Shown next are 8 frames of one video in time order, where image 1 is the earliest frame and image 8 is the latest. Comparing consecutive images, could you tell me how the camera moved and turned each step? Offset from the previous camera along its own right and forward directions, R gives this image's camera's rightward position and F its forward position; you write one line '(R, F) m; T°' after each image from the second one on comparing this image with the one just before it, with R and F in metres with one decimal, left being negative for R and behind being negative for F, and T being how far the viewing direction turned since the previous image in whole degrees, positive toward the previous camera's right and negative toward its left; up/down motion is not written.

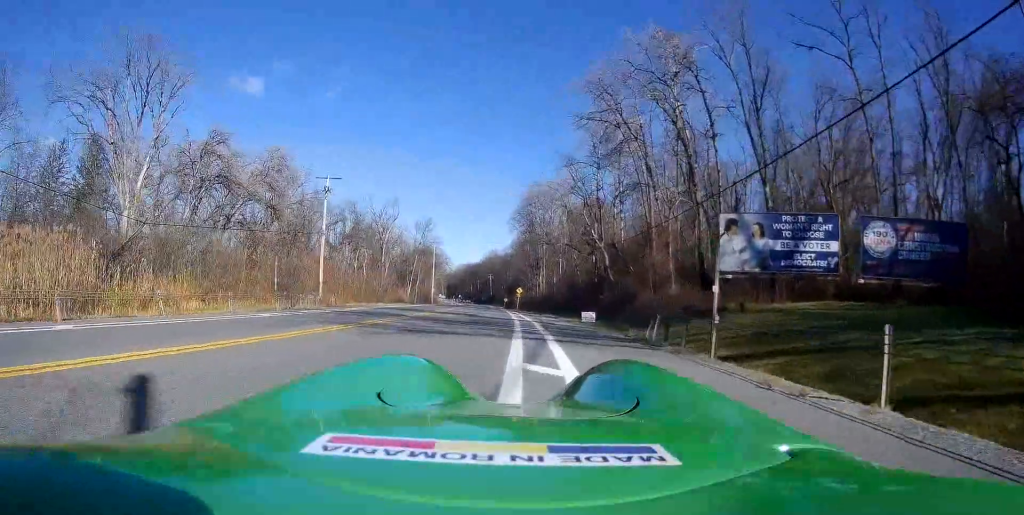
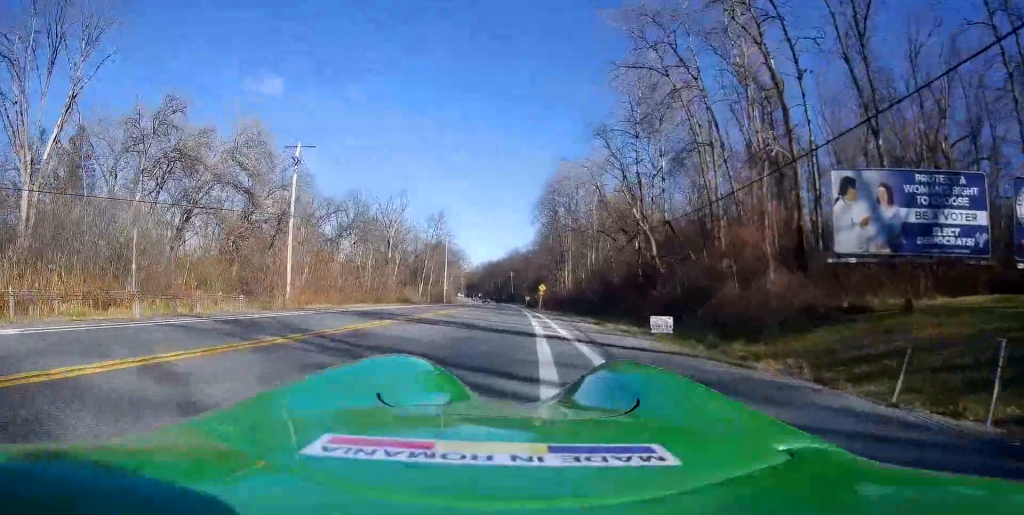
(-0.2, +11.5) m; -4°
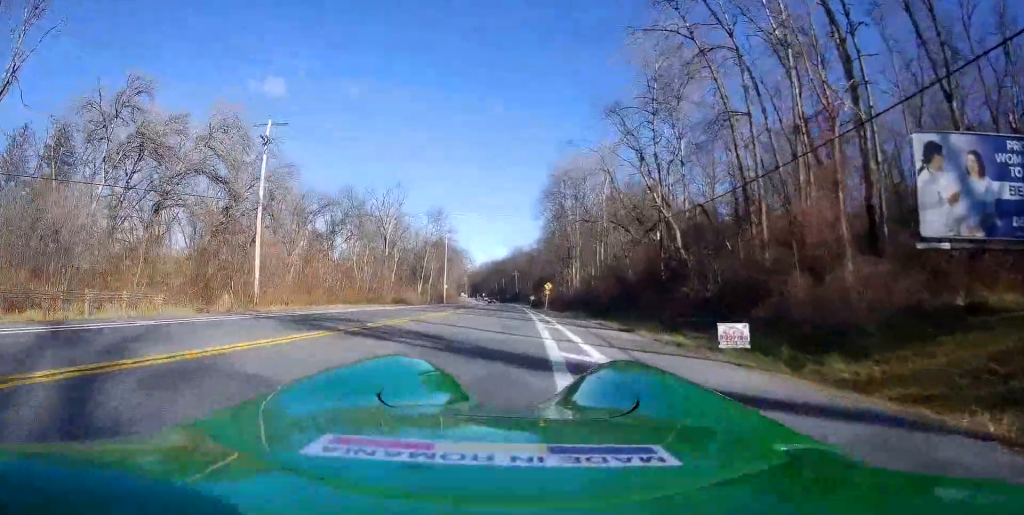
(-0.3, +5.8) m; -4°
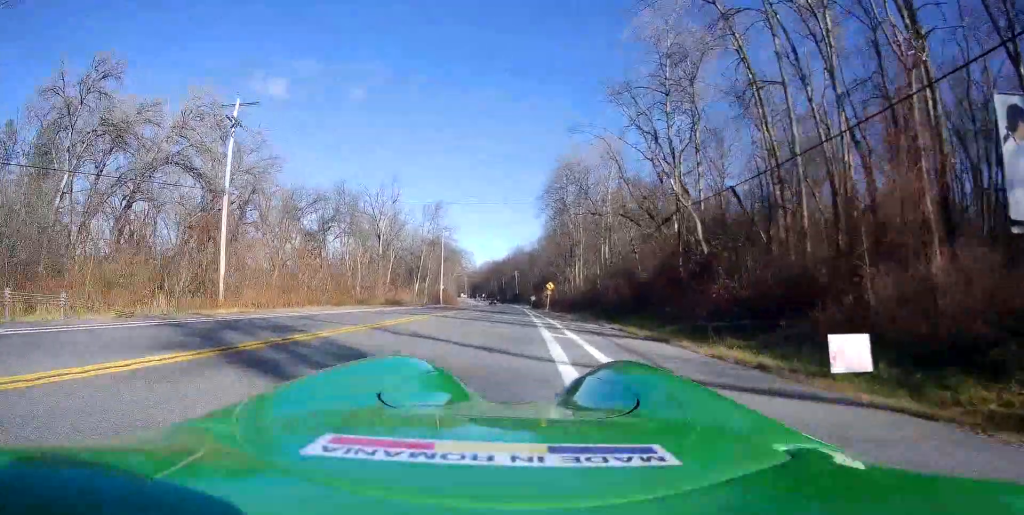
(-0.1, +4.5) m; -2°
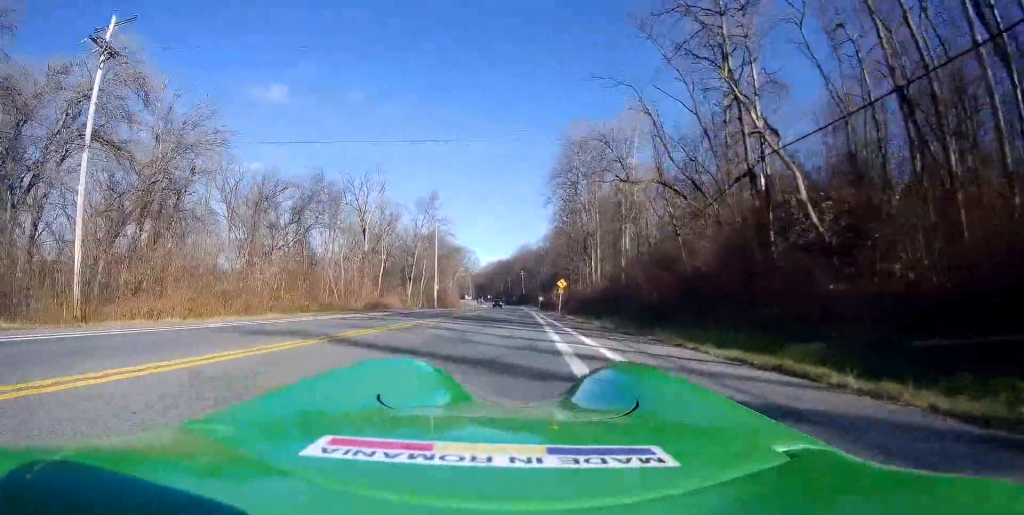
(-0.2, +12.0) m; 0°
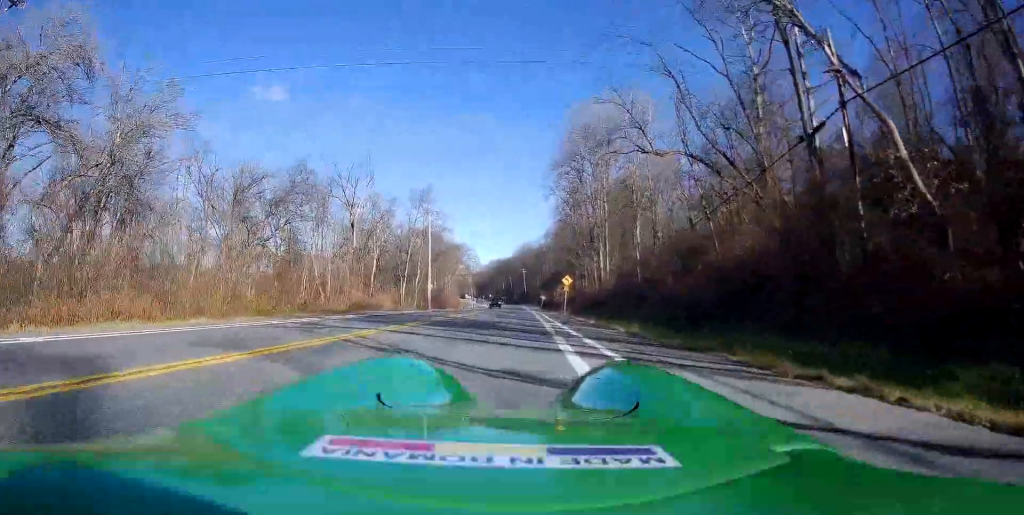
(0.0, +6.3) m; -1°
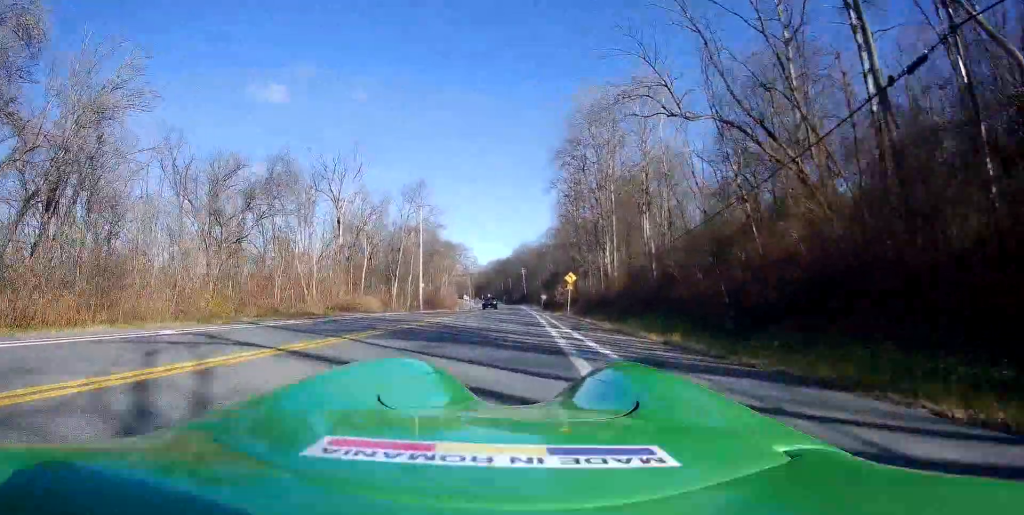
(0.0, +5.2) m; -2°
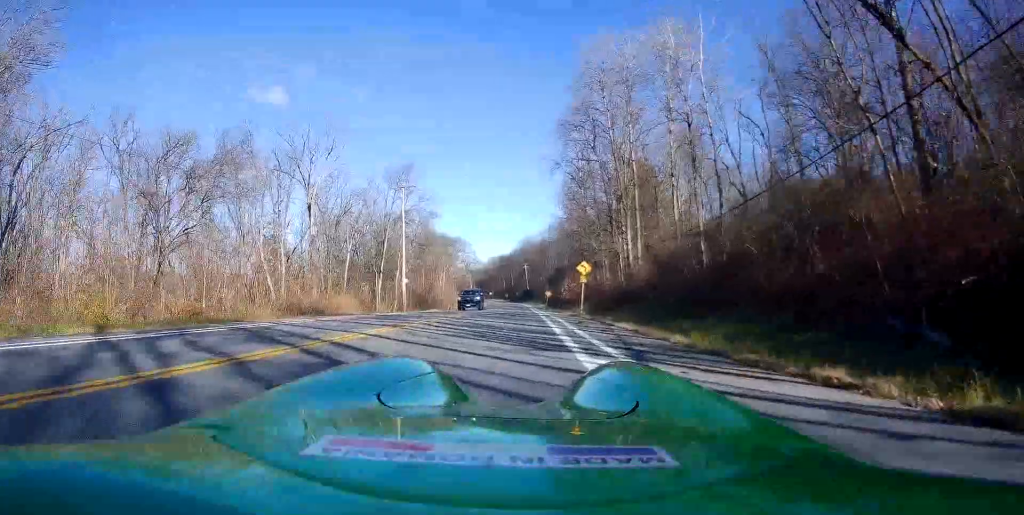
(-0.4, +10.1) m; 0°
